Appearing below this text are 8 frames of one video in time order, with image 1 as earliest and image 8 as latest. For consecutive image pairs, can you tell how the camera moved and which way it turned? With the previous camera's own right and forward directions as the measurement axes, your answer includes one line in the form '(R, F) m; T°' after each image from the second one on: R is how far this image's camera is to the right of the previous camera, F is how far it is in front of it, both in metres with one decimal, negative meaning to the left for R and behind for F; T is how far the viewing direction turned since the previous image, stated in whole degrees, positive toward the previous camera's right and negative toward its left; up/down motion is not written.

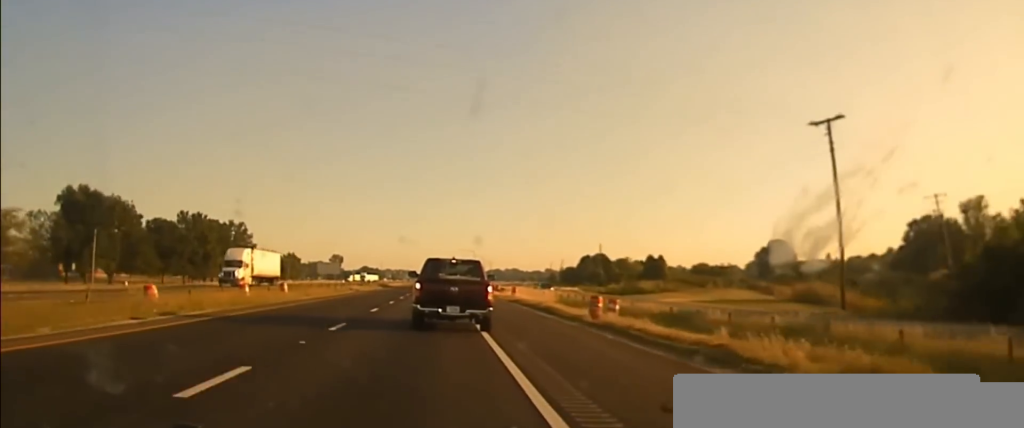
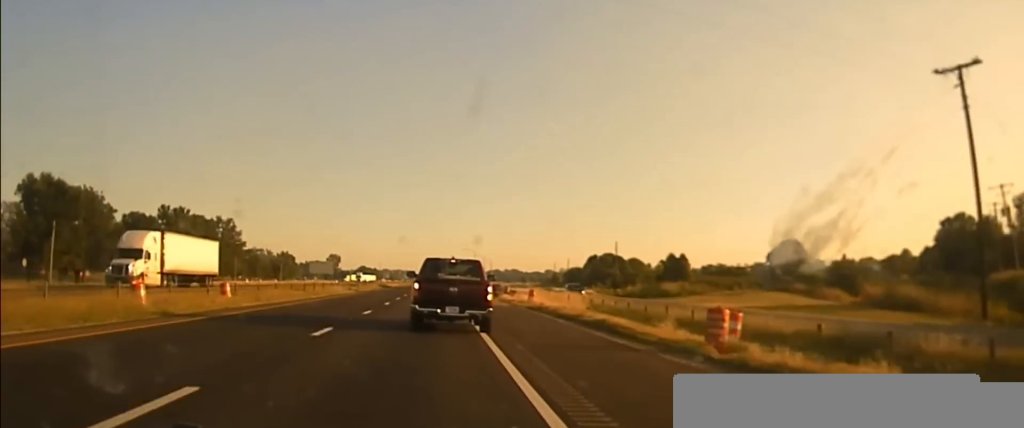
(0.0, +14.4) m; 0°
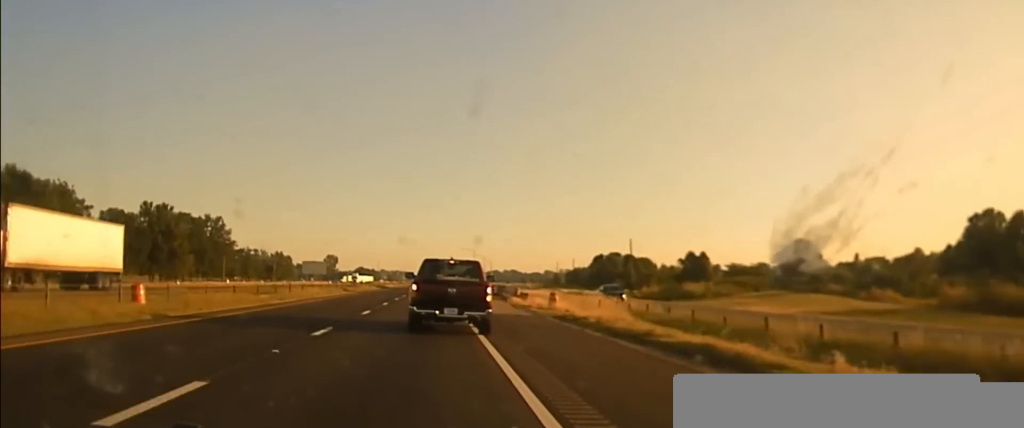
(0.0, +11.3) m; 0°
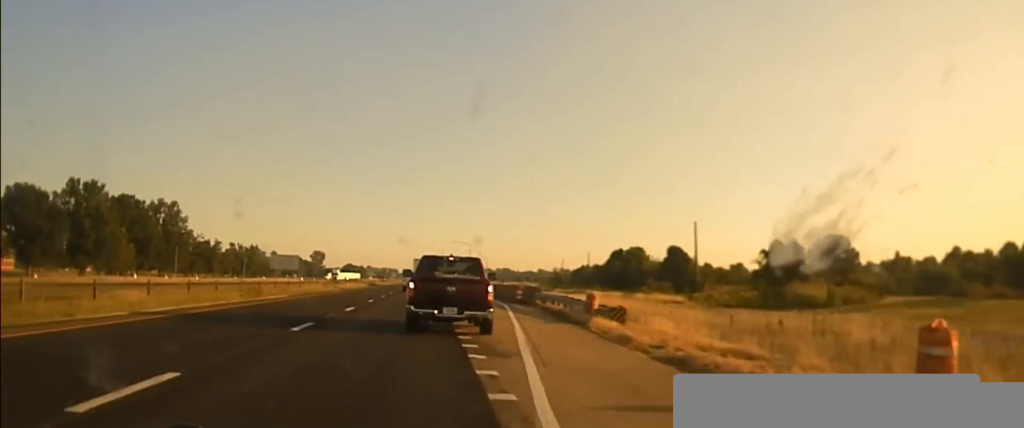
(+0.5, +35.3) m; +1°
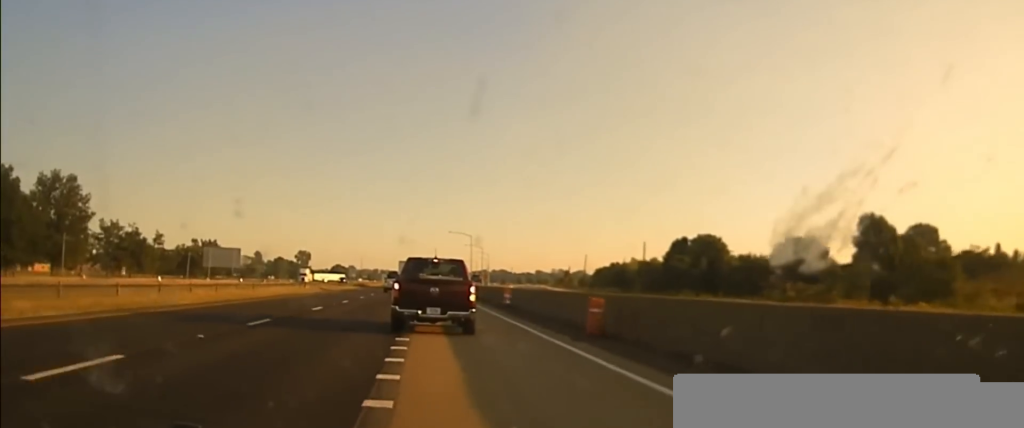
(-0.3, +58.4) m; 0°
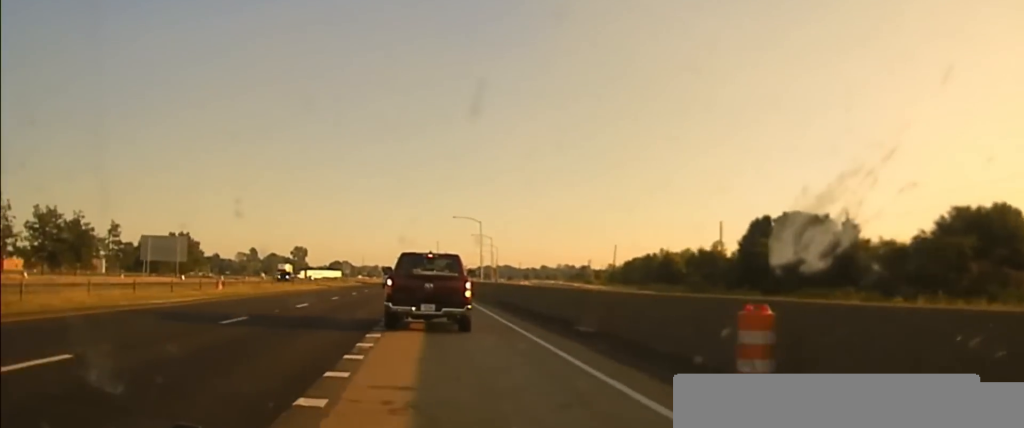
(-0.2, +35.4) m; 0°
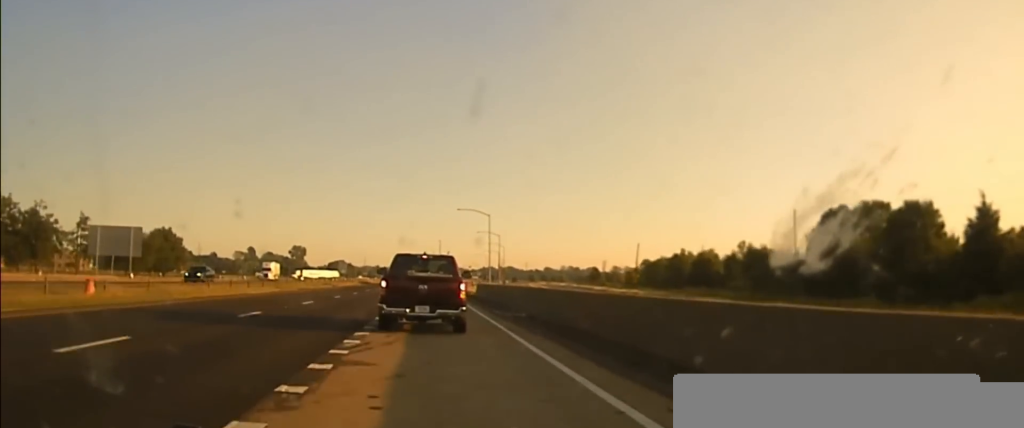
(0.0, +19.1) m; 0°
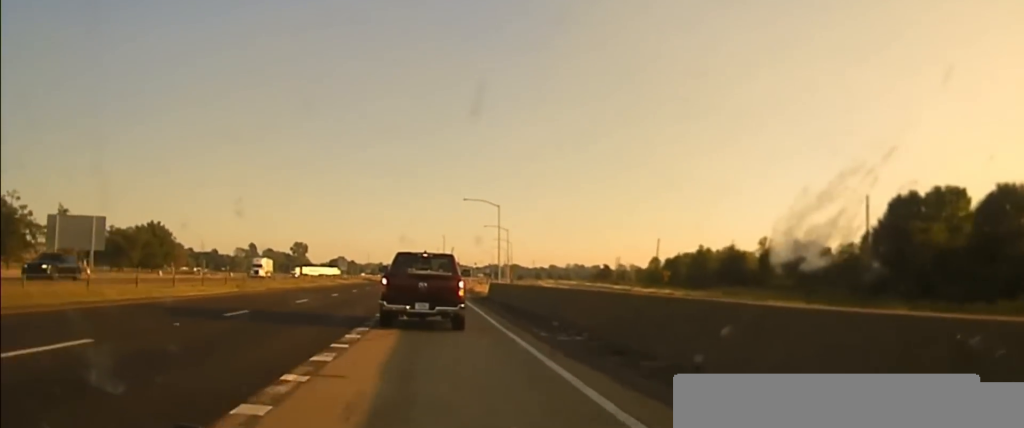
(0.0, +13.3) m; 0°
